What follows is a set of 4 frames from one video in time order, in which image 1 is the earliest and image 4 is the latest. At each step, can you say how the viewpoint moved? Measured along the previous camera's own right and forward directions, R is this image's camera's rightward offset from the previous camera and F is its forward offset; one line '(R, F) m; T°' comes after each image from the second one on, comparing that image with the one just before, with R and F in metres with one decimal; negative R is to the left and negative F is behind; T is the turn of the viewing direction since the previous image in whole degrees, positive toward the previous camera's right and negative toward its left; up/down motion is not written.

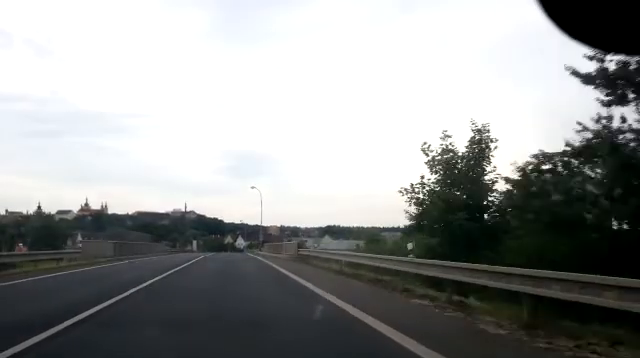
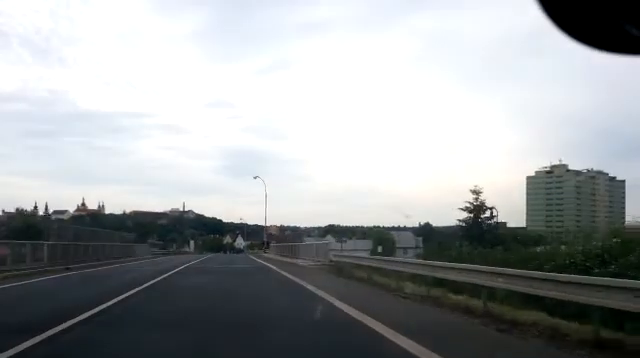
(+0.3, +13.0) m; 0°
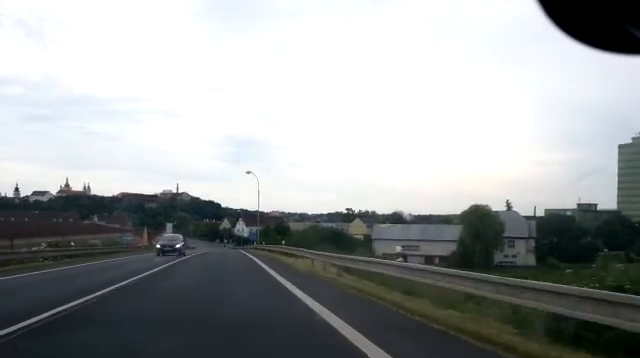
(-1.2, +78.2) m; 0°
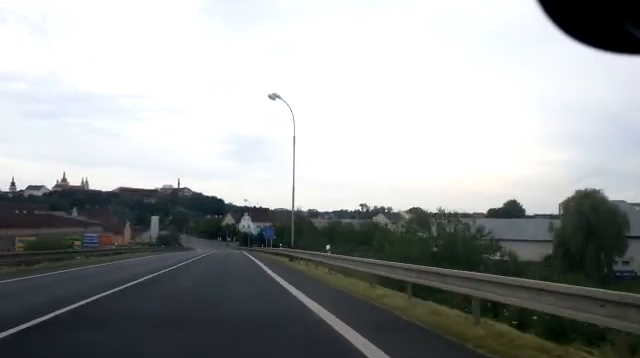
(+0.3, +34.9) m; 0°
